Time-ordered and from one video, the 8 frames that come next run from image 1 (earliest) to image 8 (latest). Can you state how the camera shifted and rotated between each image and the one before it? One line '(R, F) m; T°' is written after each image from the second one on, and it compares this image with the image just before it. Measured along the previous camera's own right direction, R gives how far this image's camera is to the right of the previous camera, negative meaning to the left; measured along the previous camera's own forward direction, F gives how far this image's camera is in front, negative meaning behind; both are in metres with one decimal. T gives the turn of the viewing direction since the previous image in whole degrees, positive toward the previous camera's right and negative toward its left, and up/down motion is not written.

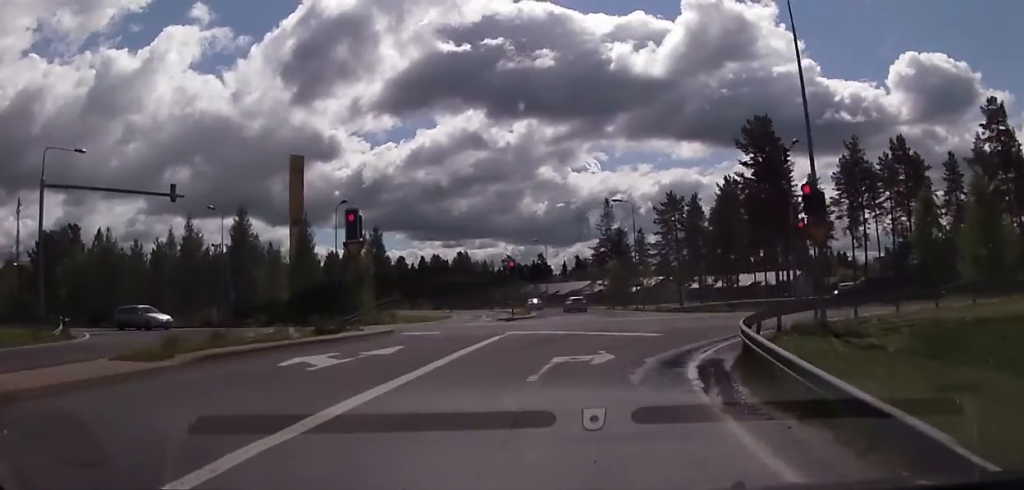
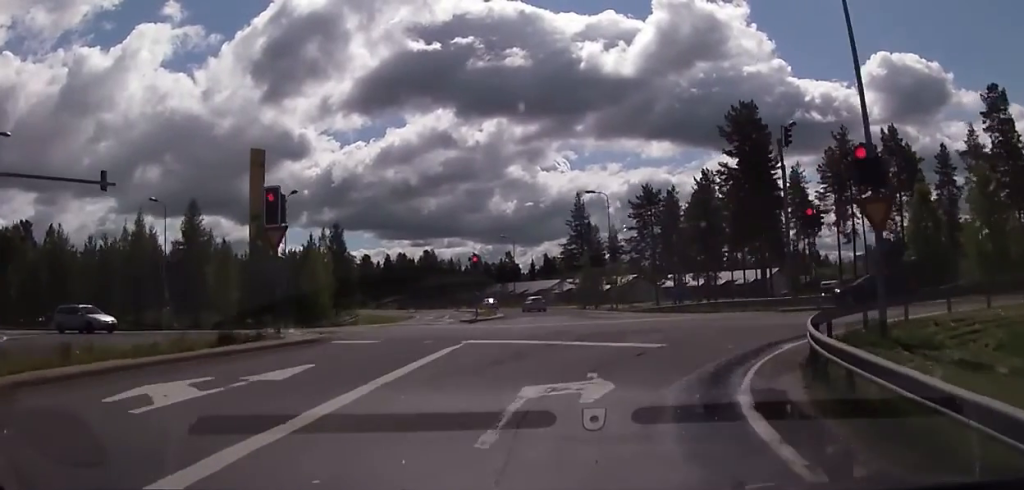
(+0.3, +5.0) m; +6°
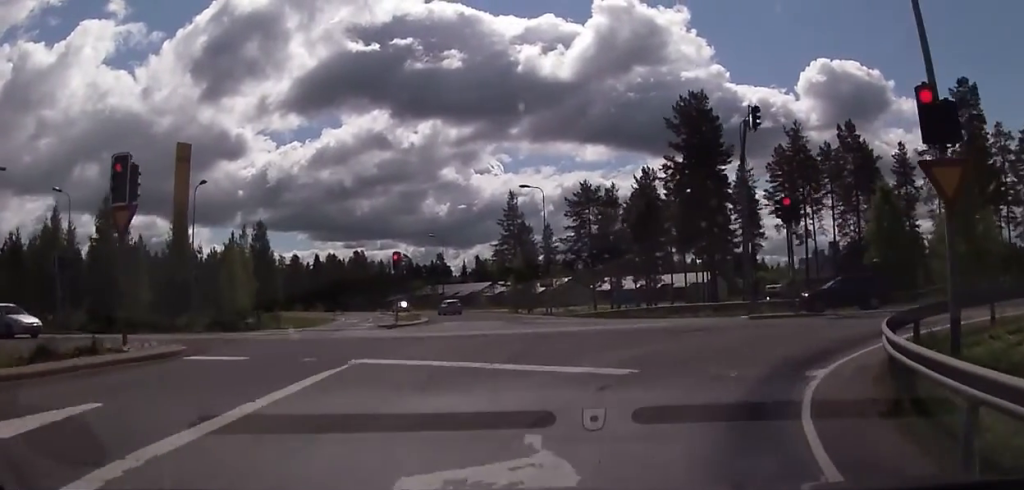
(+0.4, +5.5) m; +8°
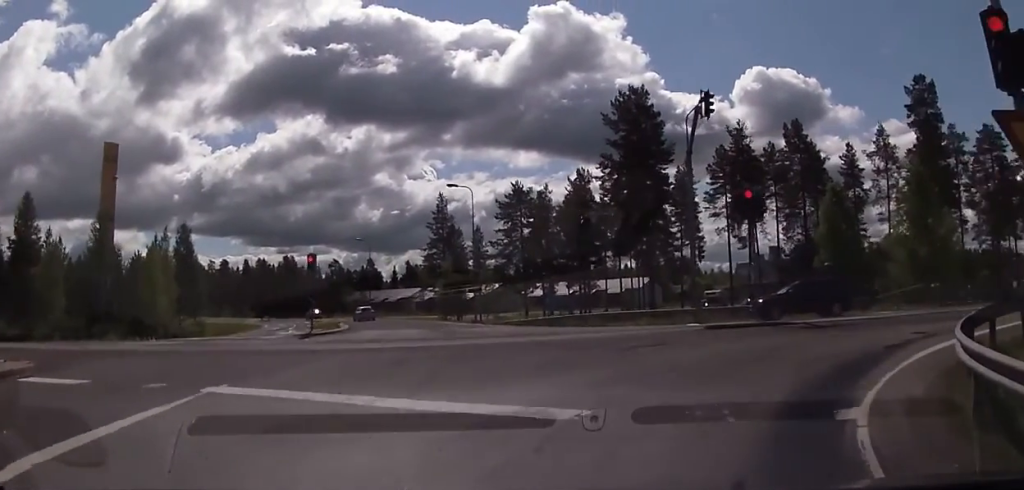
(+0.3, +4.1) m; +5°
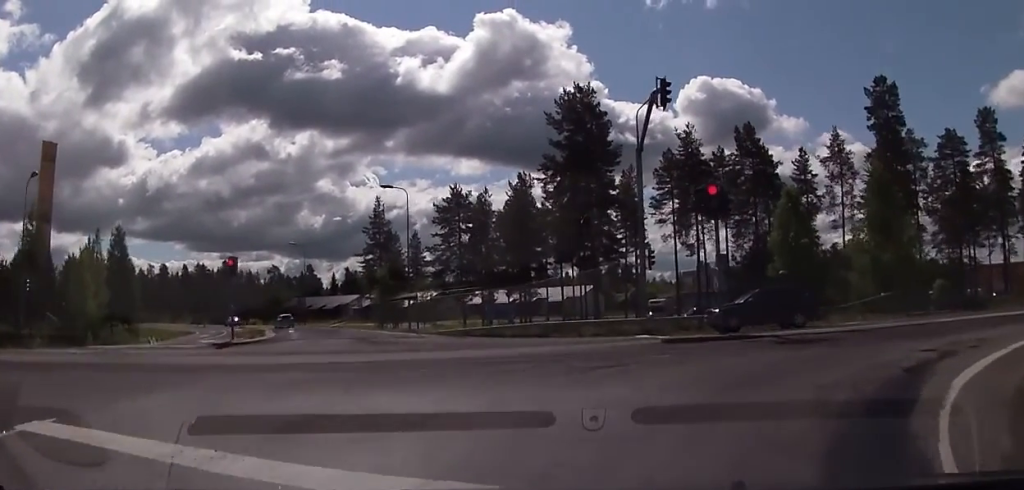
(+0.2, +3.7) m; +1°
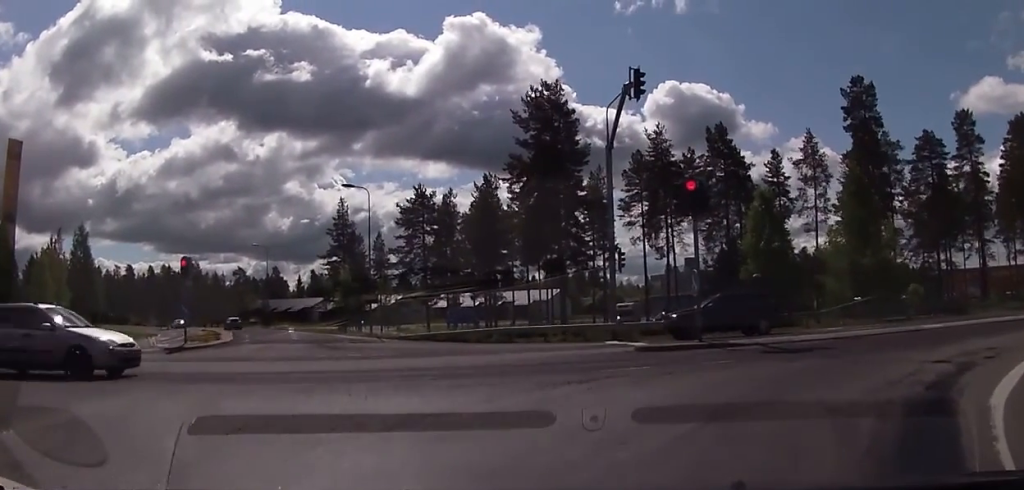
(0.0, +2.4) m; 0°
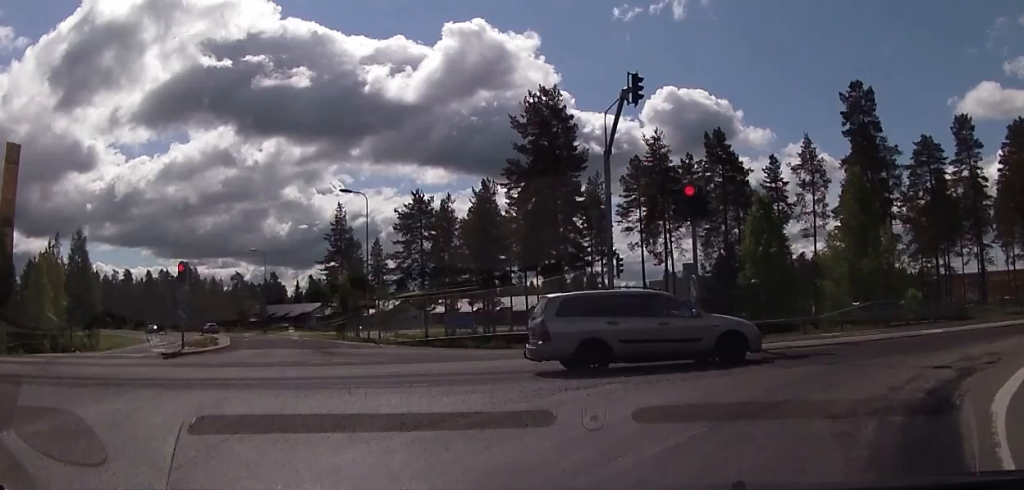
(+0.2, +0.3) m; 0°
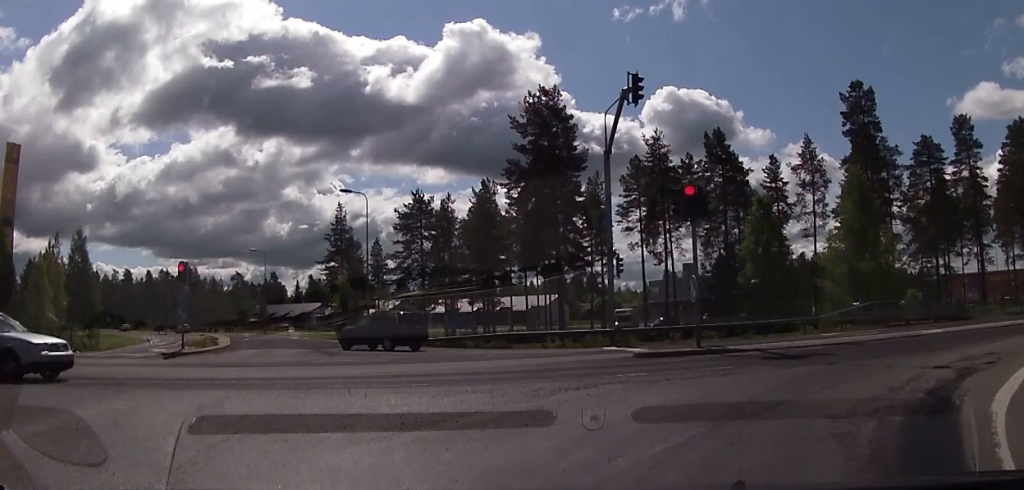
(+0.5, +0.8) m; 0°
